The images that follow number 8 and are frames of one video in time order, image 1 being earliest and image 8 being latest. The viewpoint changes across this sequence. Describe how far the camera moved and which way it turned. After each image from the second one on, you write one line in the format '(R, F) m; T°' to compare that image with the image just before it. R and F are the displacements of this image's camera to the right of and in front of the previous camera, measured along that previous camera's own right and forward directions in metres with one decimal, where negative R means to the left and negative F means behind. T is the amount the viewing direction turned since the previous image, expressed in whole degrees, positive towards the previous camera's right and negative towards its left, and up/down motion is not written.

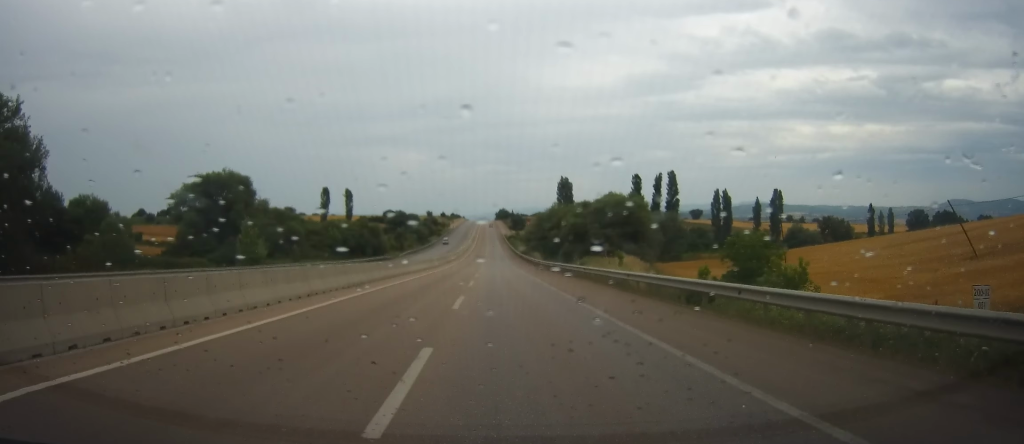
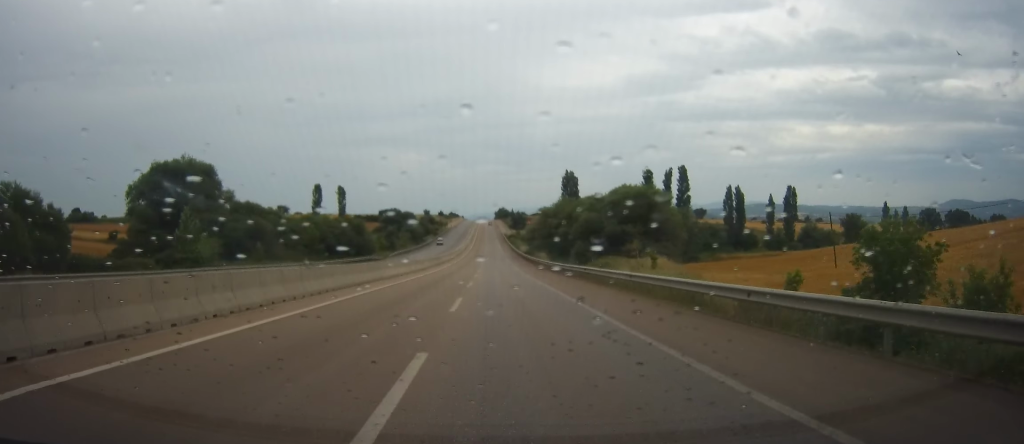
(+0.1, +12.5) m; +1°
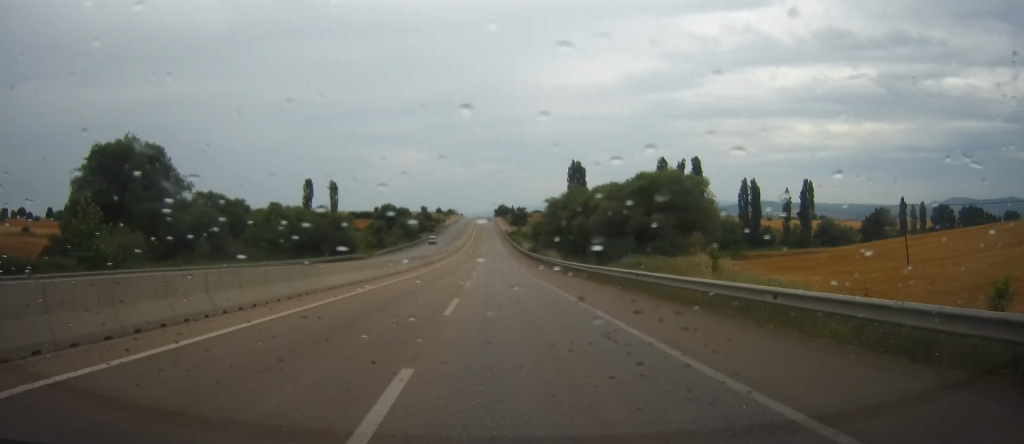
(0.0, +12.9) m; 0°
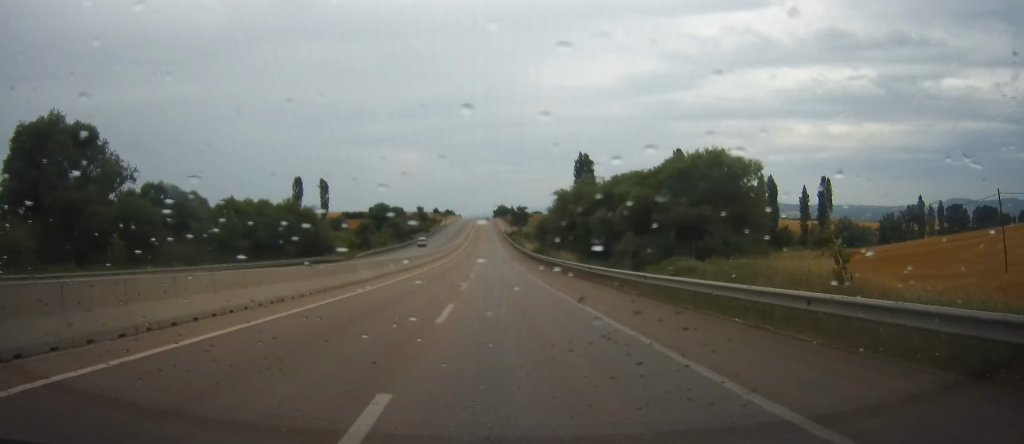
(+0.1, +13.3) m; 0°
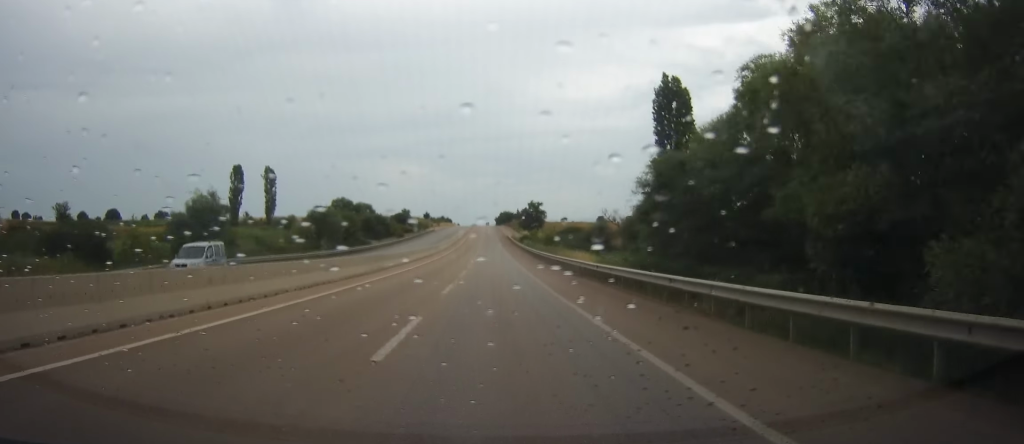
(0.0, +65.0) m; +1°
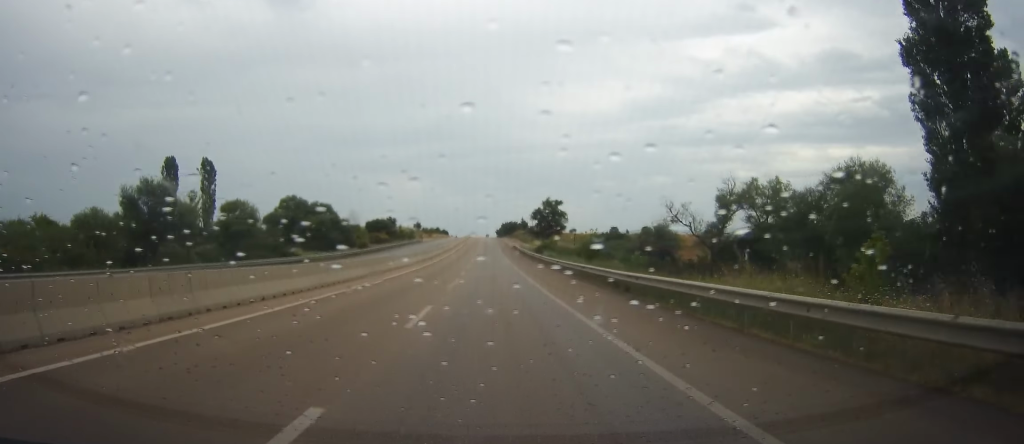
(-0.3, +44.9) m; 0°
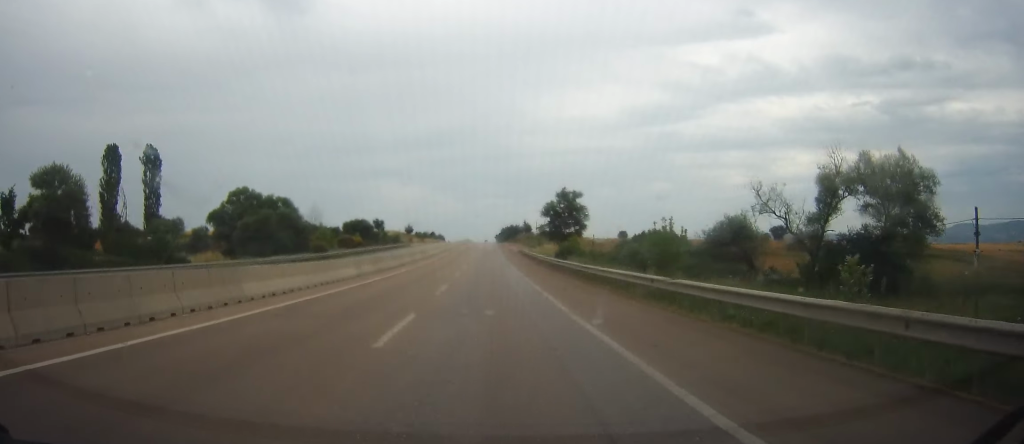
(+0.2, +26.7) m; 0°
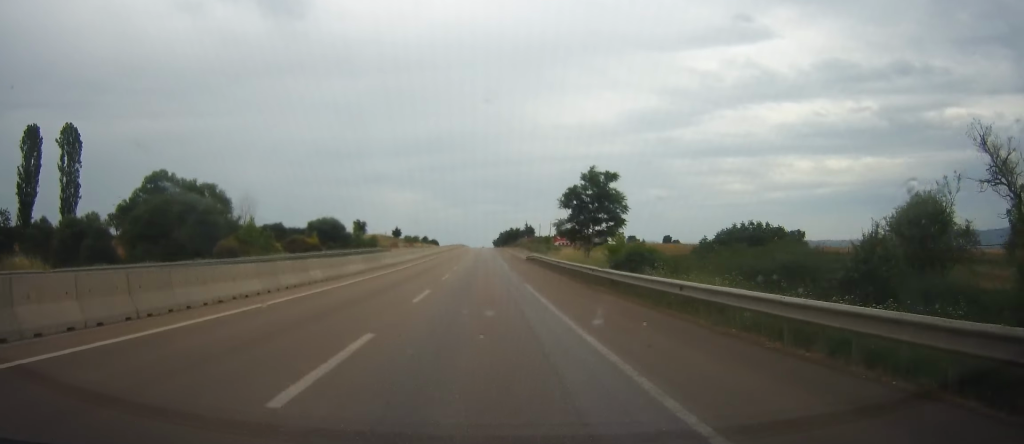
(-0.1, +27.8) m; 0°
